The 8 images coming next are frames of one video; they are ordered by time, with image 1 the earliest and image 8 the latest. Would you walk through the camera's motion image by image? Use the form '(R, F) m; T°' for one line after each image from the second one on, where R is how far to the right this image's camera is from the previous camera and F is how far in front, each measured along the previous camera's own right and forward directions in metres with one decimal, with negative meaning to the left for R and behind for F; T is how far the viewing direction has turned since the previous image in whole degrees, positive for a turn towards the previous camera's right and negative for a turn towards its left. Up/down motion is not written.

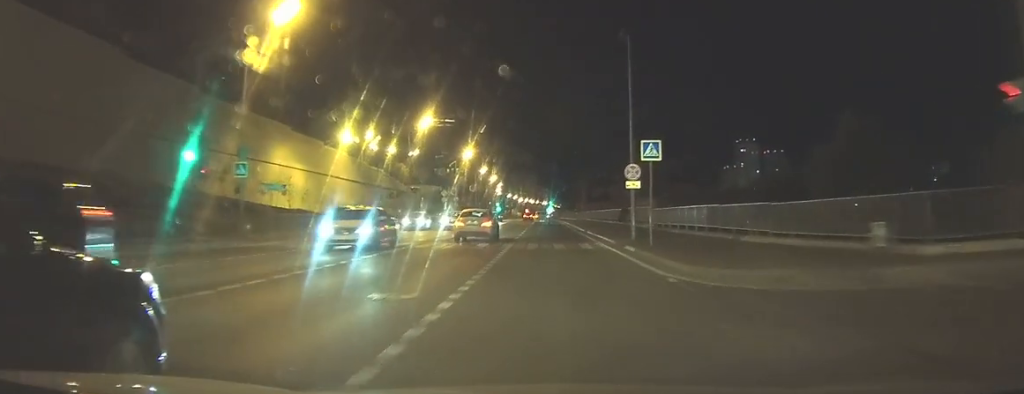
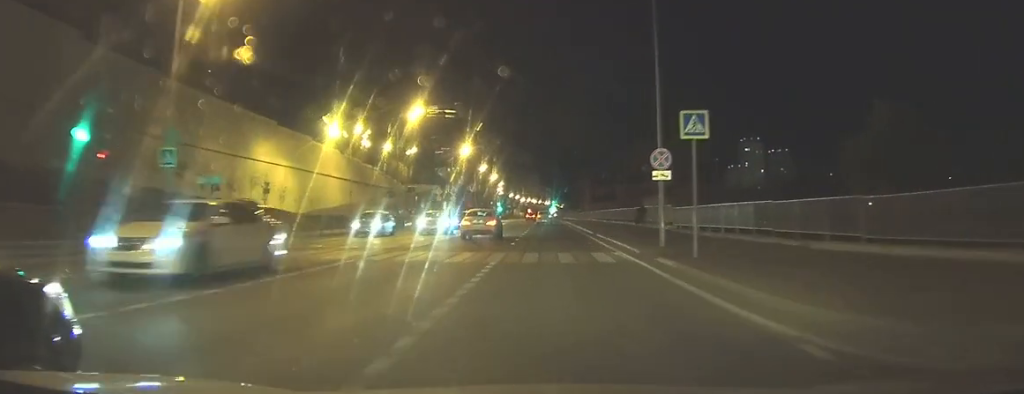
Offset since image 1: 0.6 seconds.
(+0.2, +5.6) m; +2°
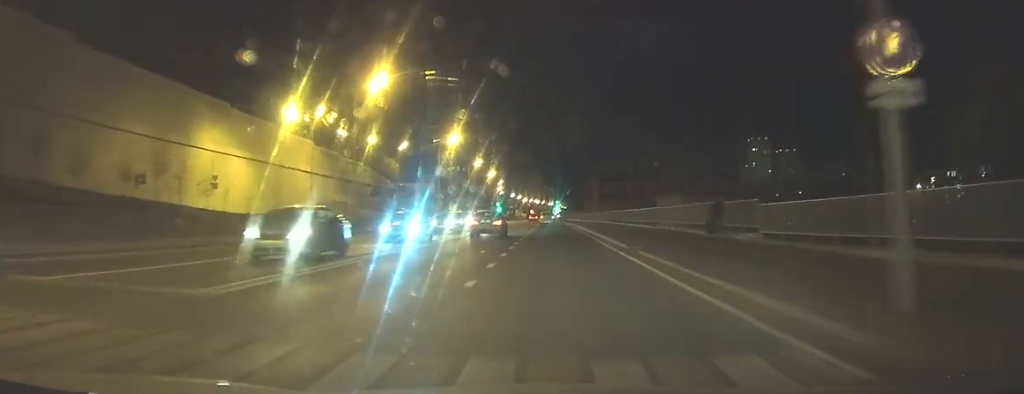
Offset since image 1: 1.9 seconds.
(+0.1, +13.3) m; +1°
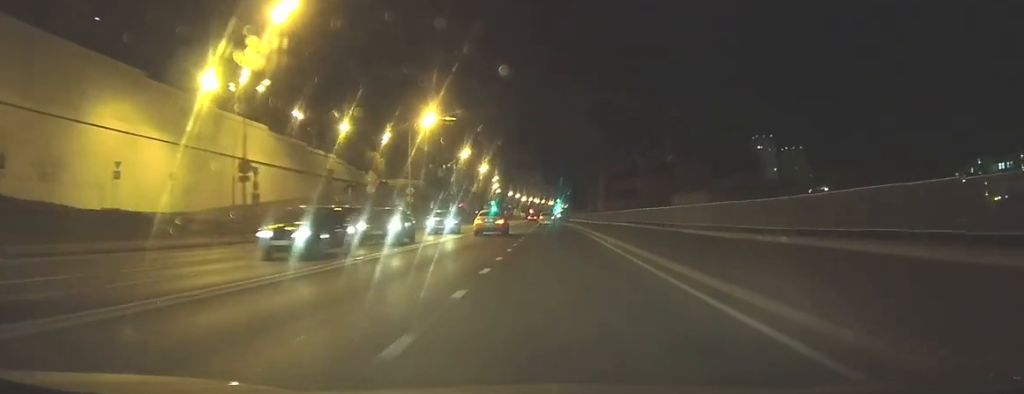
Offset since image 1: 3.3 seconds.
(-0.1, +16.5) m; 0°
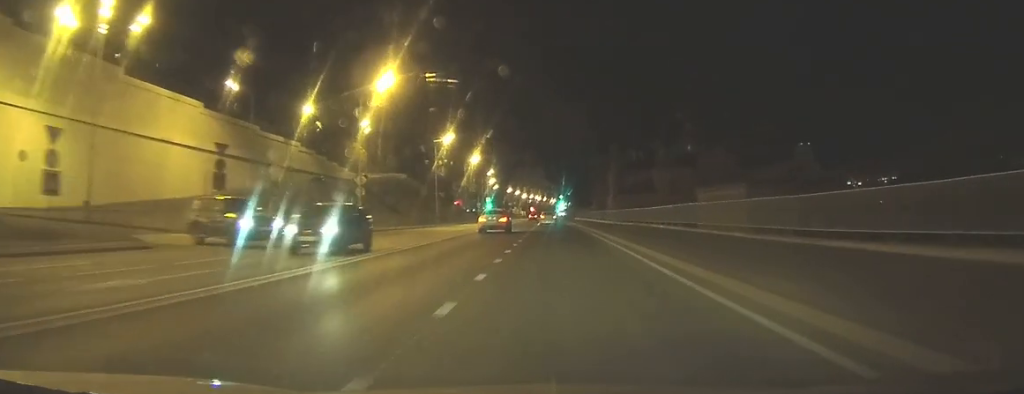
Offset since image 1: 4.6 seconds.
(+0.1, +16.9) m; +1°
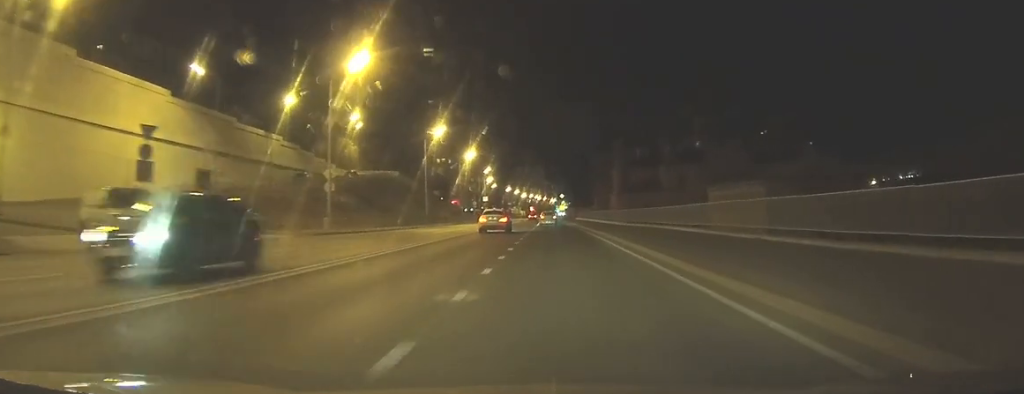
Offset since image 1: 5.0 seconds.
(0.0, +6.6) m; 0°
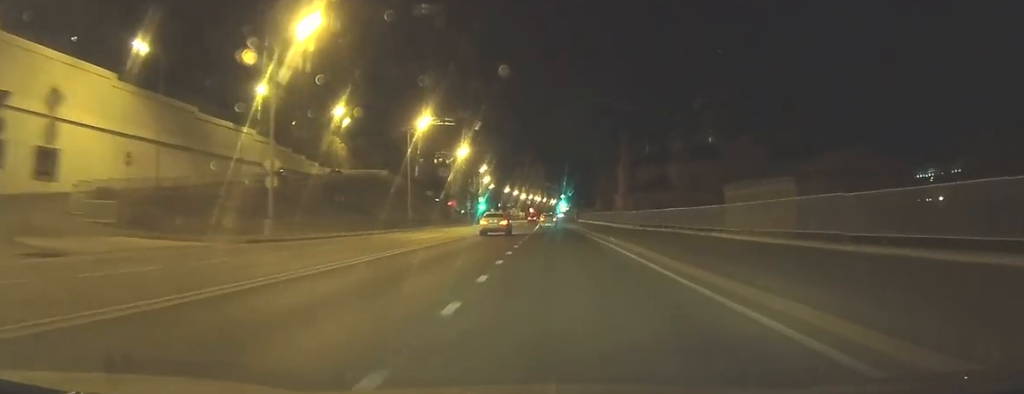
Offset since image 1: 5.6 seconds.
(-0.1, +8.7) m; 0°
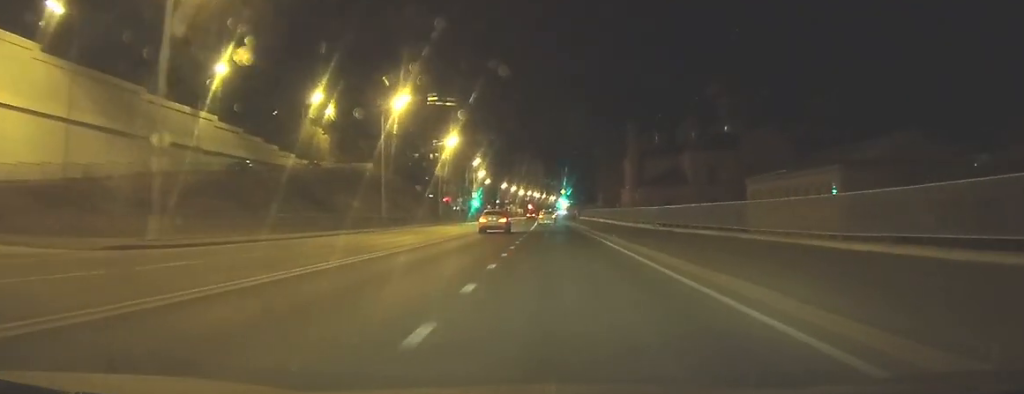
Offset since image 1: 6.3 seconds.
(+0.1, +9.9) m; 0°
